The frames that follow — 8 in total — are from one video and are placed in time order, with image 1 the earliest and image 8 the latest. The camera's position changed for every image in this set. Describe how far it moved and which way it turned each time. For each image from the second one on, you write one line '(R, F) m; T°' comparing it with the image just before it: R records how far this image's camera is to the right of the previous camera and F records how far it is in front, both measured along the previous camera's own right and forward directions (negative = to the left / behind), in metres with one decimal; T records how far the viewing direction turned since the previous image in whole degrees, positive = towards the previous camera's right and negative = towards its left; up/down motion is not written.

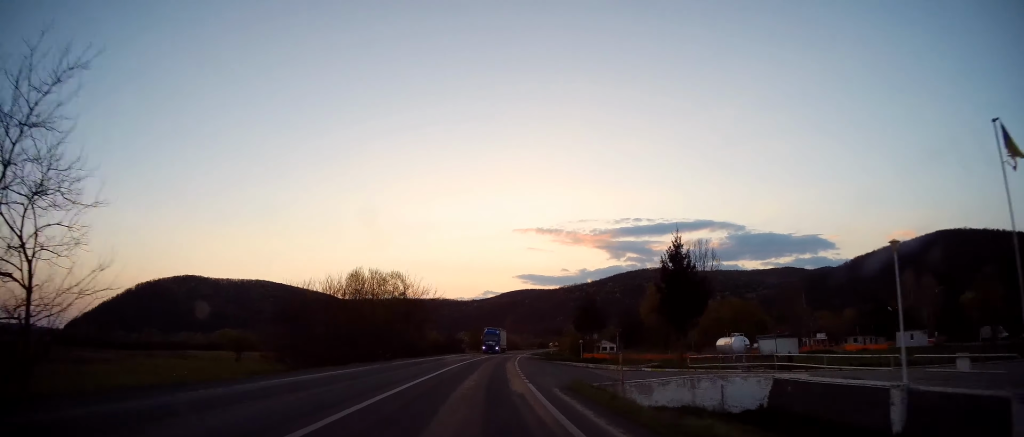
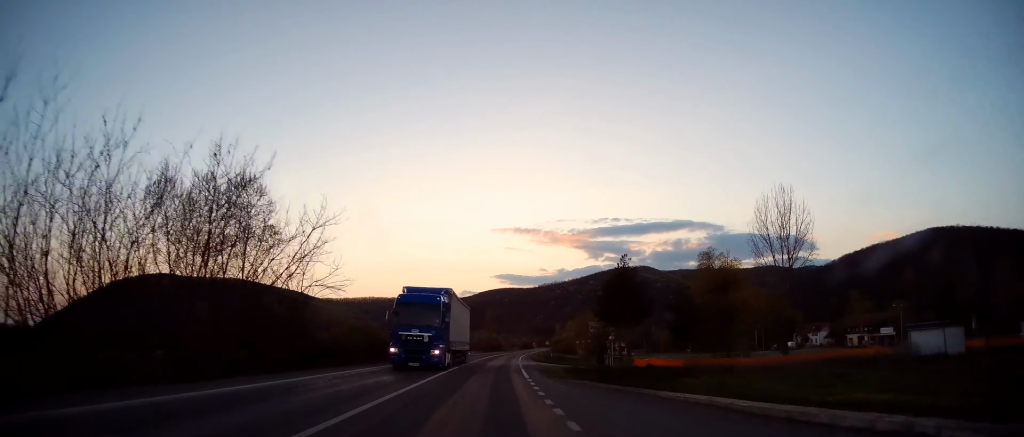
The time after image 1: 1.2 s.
(+0.3, +32.6) m; +2°
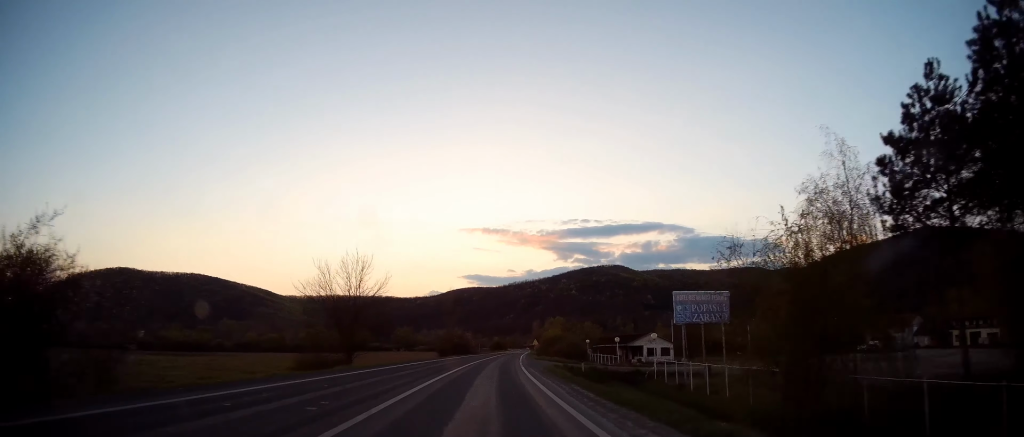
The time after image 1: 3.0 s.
(+1.5, +46.6) m; +4°
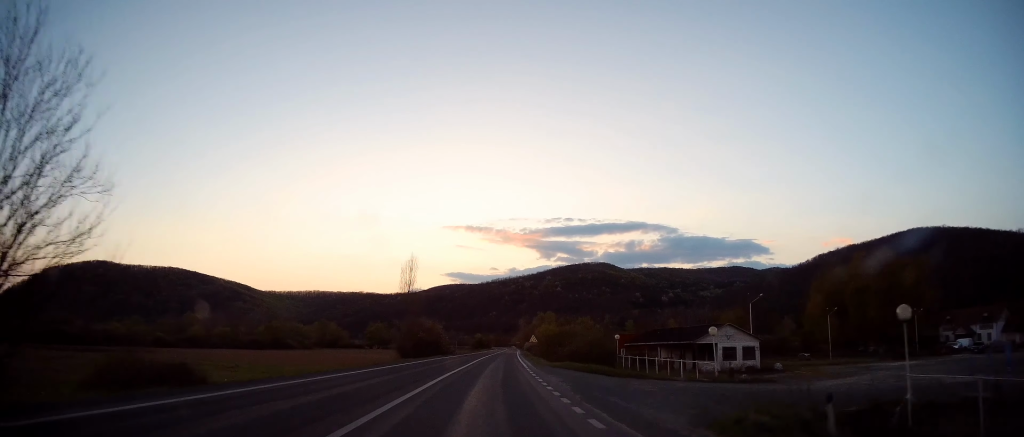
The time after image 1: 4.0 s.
(+0.5, +28.4) m; +1°
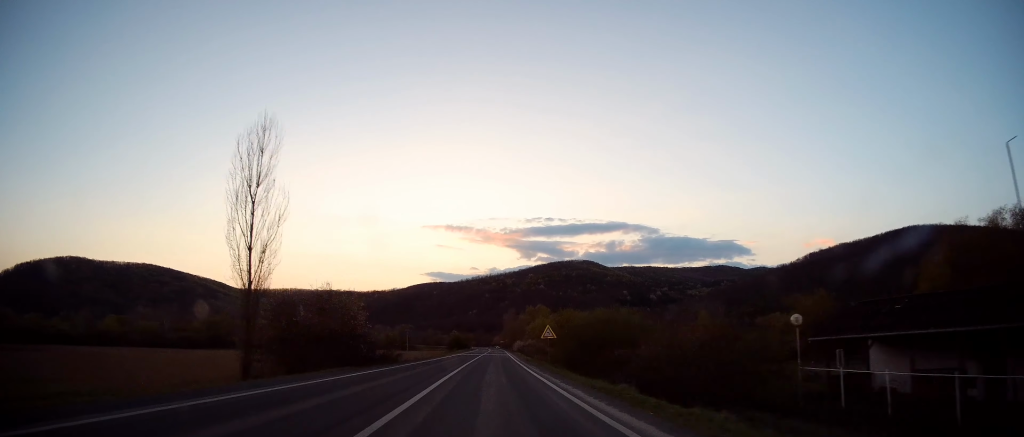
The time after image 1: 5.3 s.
(+0.6, +36.2) m; +3°
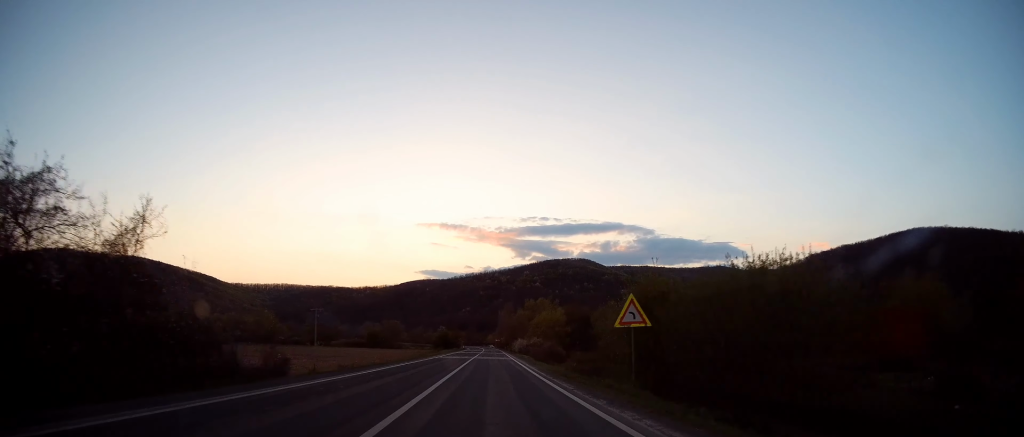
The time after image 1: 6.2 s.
(+0.6, +24.3) m; +2°
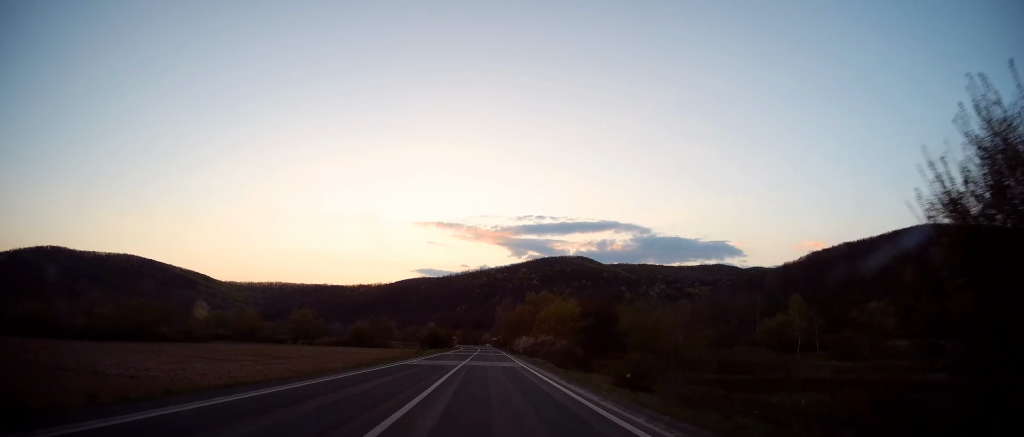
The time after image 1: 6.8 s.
(0.0, +17.8) m; 0°
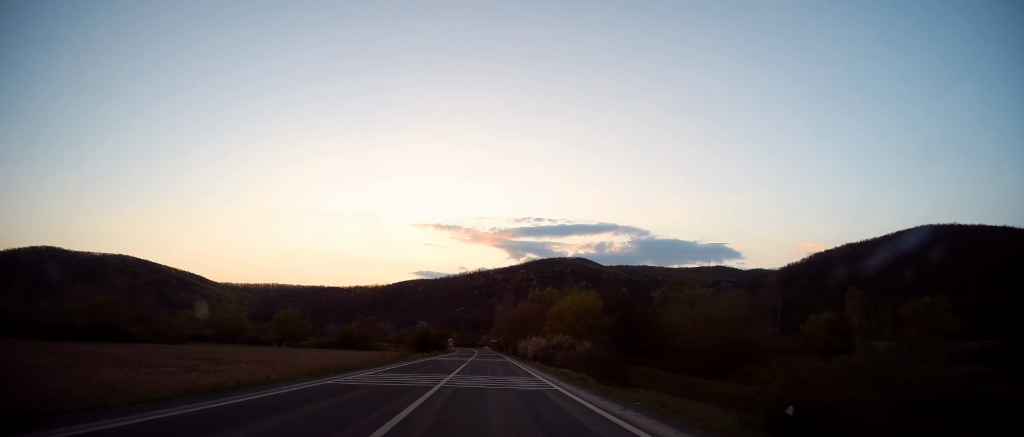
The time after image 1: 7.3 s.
(+0.1, +15.0) m; 0°
